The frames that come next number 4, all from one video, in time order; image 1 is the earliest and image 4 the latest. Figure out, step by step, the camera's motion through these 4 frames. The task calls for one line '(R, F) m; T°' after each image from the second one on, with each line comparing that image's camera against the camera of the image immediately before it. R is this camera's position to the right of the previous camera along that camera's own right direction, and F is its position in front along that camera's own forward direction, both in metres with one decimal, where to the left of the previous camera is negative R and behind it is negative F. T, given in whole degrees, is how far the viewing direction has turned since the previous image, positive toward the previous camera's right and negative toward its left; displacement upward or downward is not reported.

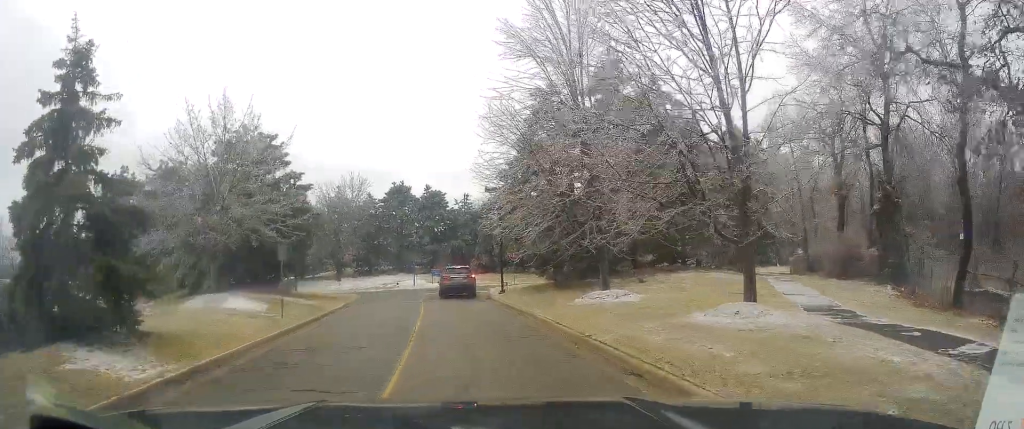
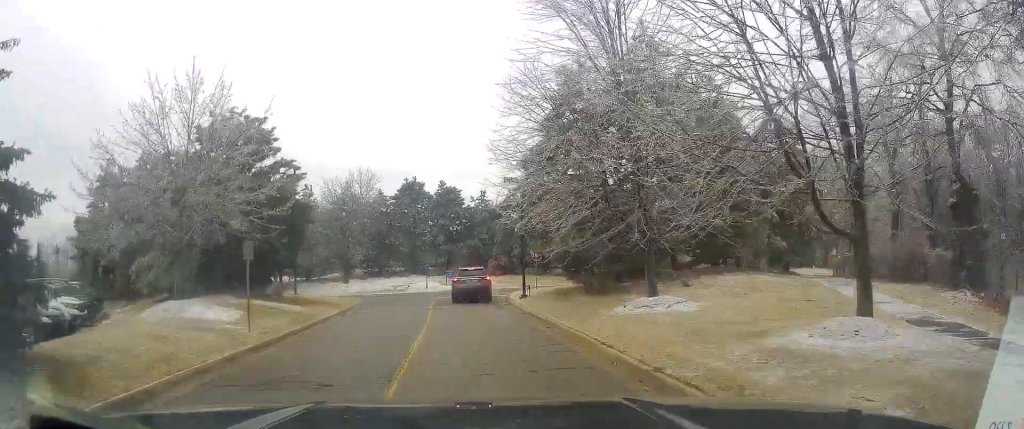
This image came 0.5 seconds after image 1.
(-0.1, +4.1) m; -1°
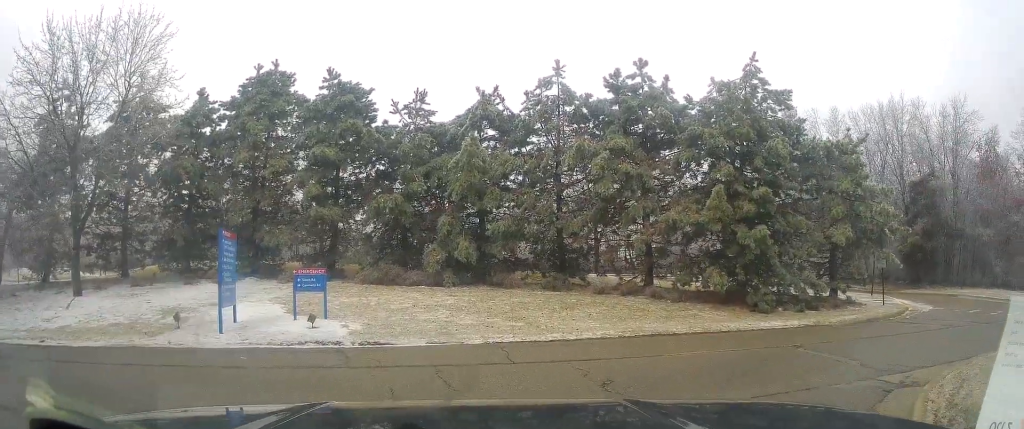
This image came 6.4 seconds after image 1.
(-3.3, +42.7) m; -4°
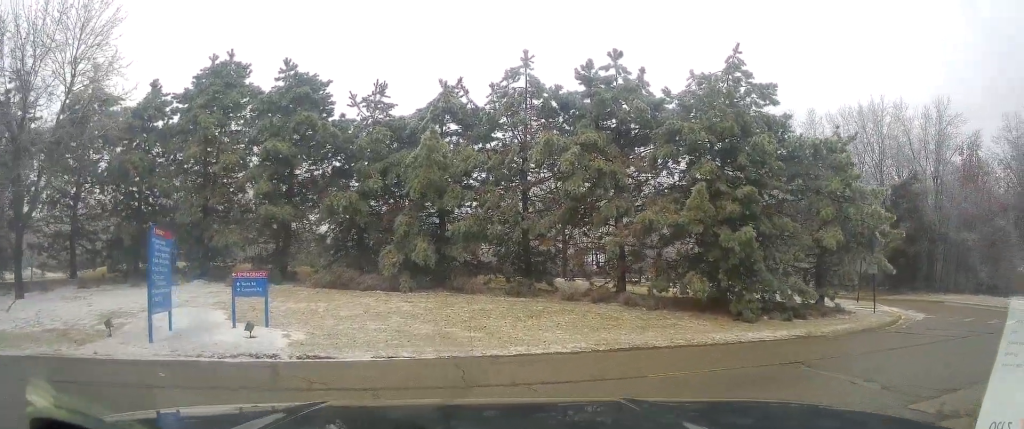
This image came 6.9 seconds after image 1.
(-0.2, +2.5) m; +4°
